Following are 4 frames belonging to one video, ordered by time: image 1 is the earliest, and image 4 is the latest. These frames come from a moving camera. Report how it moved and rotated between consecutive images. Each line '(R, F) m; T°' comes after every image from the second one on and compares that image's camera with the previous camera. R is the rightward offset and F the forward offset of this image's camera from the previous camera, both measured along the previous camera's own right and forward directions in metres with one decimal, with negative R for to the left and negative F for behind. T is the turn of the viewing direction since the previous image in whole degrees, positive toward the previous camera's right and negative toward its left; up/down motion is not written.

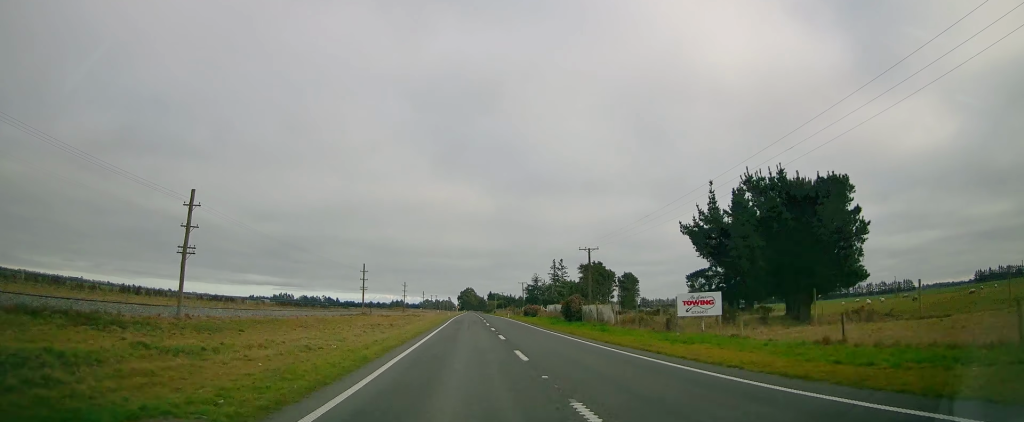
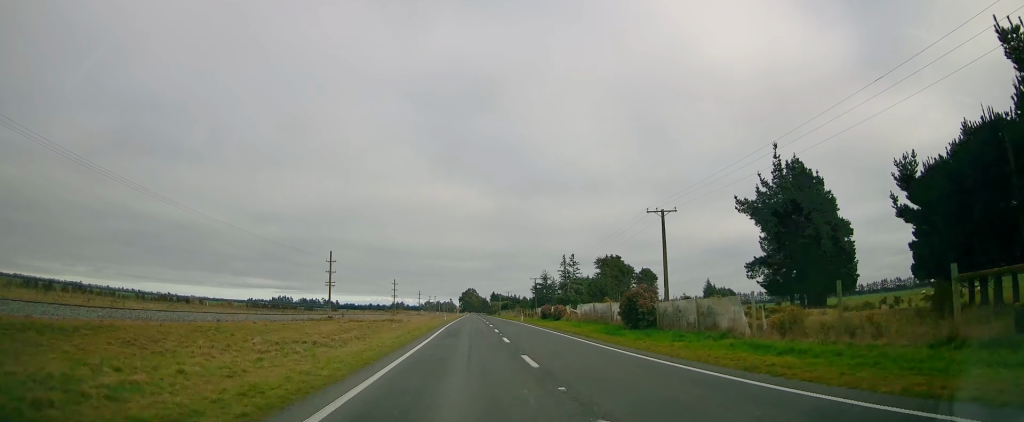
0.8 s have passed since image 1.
(-0.1, +21.6) m; 0°
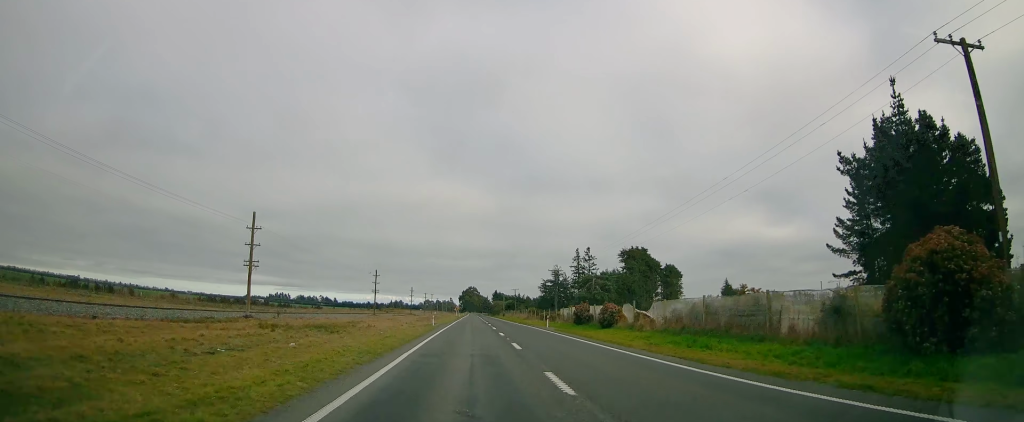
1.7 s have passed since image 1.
(0.0, +24.4) m; 0°
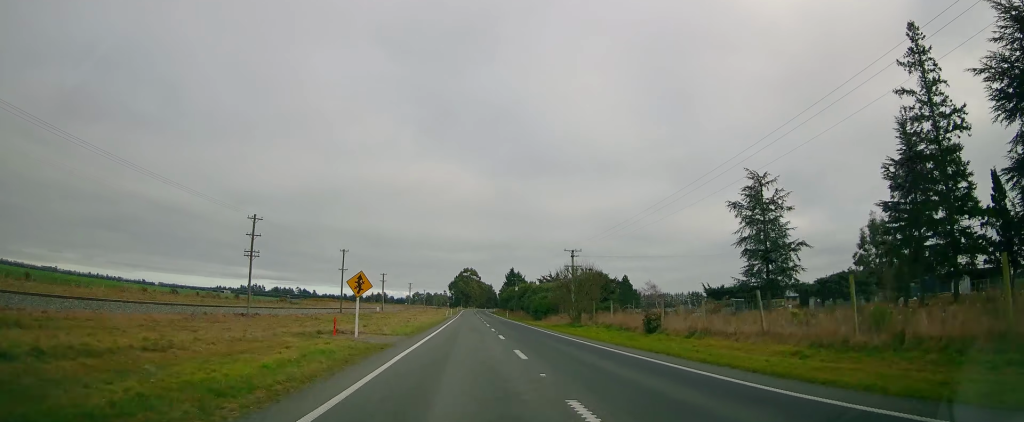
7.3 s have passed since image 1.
(0.0, +154.1) m; 0°
